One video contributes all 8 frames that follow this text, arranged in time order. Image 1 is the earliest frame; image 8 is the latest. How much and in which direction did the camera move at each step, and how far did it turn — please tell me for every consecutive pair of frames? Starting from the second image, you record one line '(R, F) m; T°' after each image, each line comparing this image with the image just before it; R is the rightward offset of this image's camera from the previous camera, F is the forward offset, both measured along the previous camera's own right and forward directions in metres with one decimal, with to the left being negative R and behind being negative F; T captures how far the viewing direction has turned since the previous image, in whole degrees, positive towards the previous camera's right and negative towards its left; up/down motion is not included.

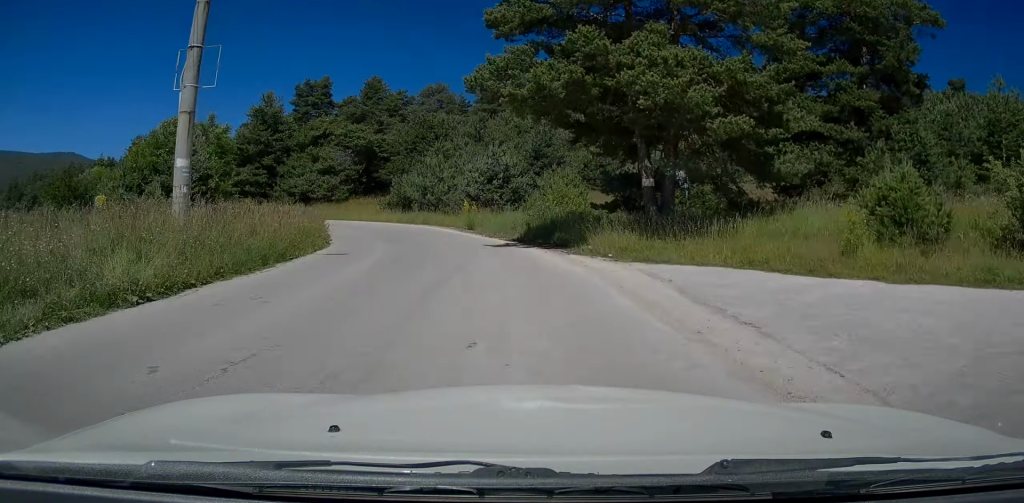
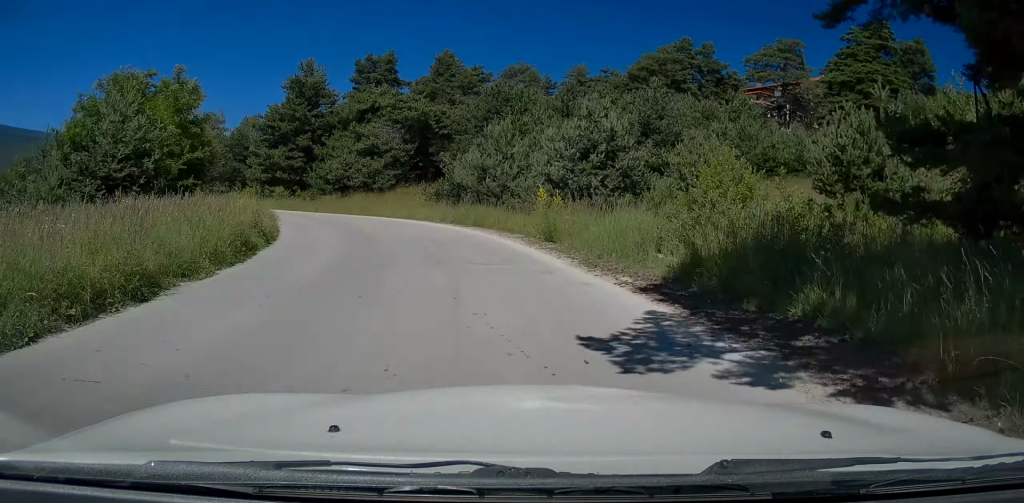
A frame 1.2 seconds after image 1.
(-0.9, +14.2) m; -11°
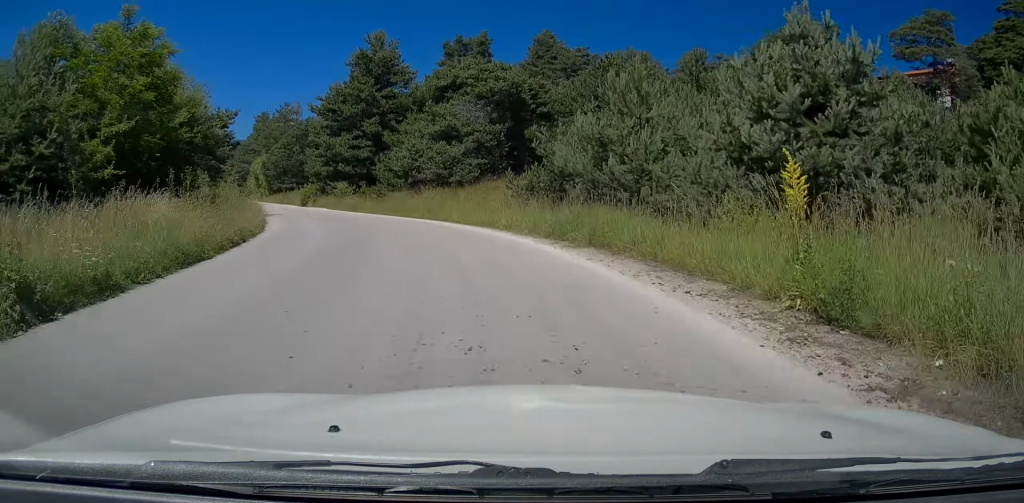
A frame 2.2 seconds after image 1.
(-1.0, +10.9) m; -11°
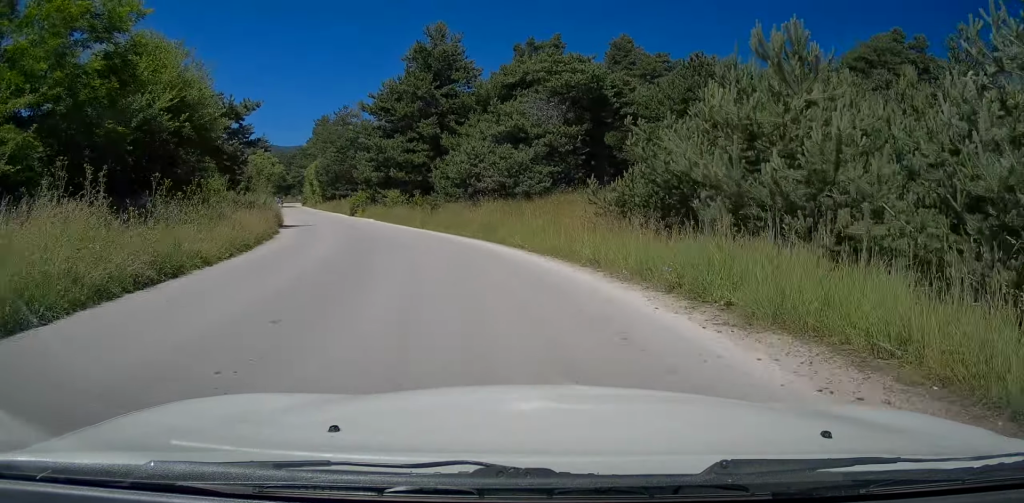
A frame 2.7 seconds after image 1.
(+0.1, +6.0) m; -6°
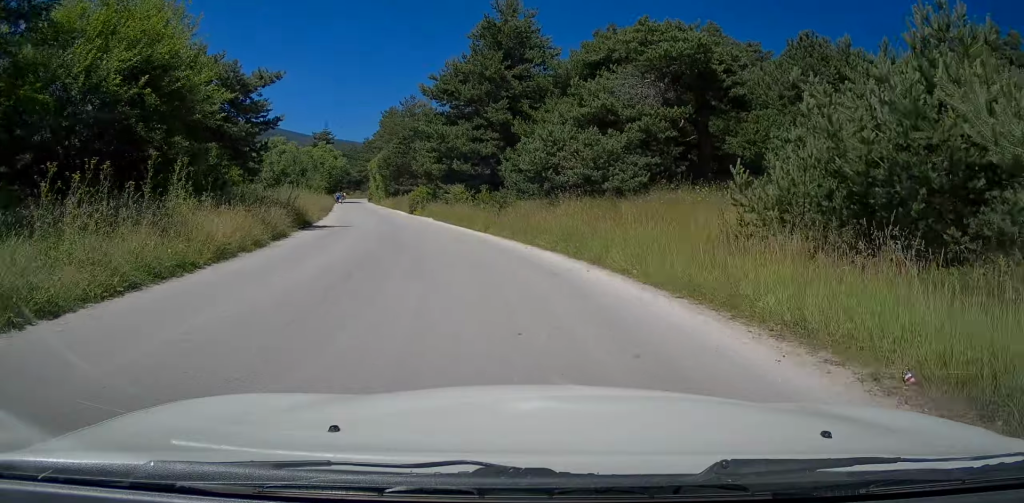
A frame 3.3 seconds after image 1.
(-0.7, +6.1) m; -5°
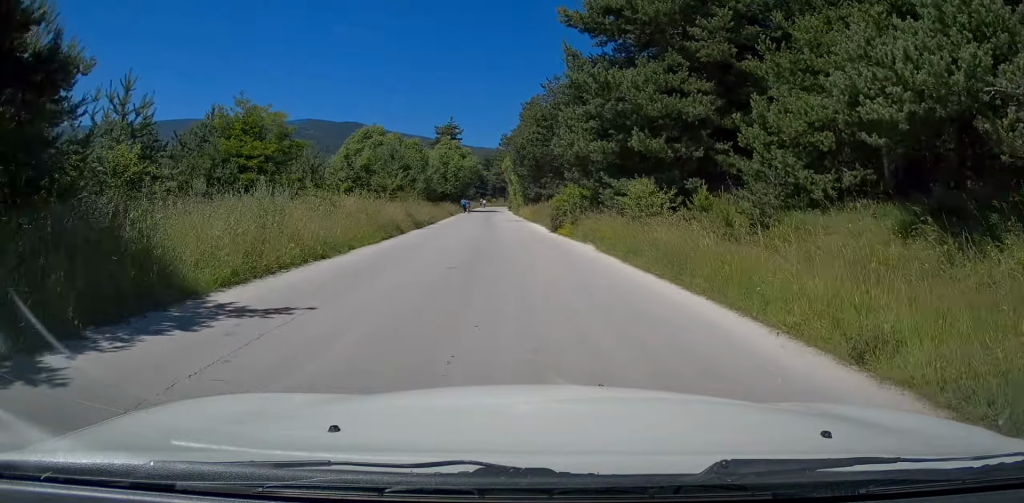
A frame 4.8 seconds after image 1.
(-1.5, +18.3) m; -8°
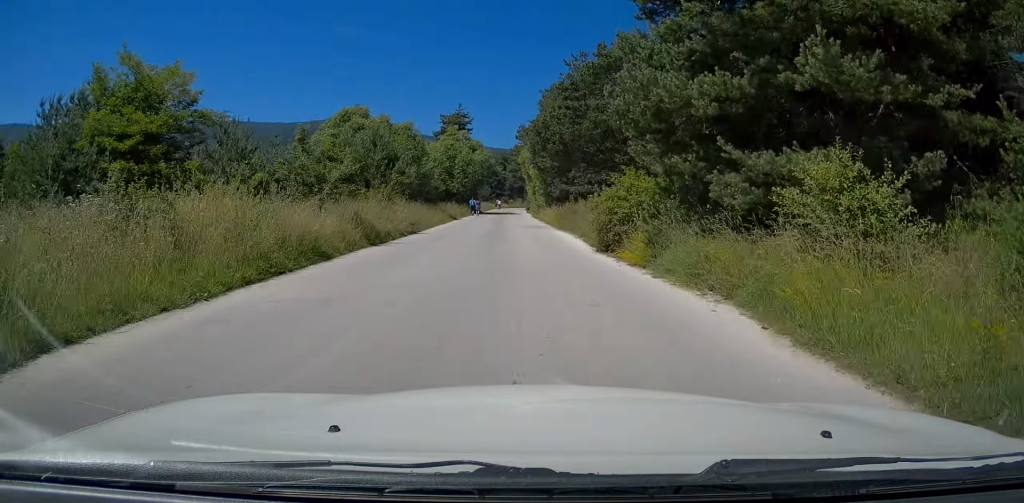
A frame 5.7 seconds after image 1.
(-0.3, +10.8) m; -1°
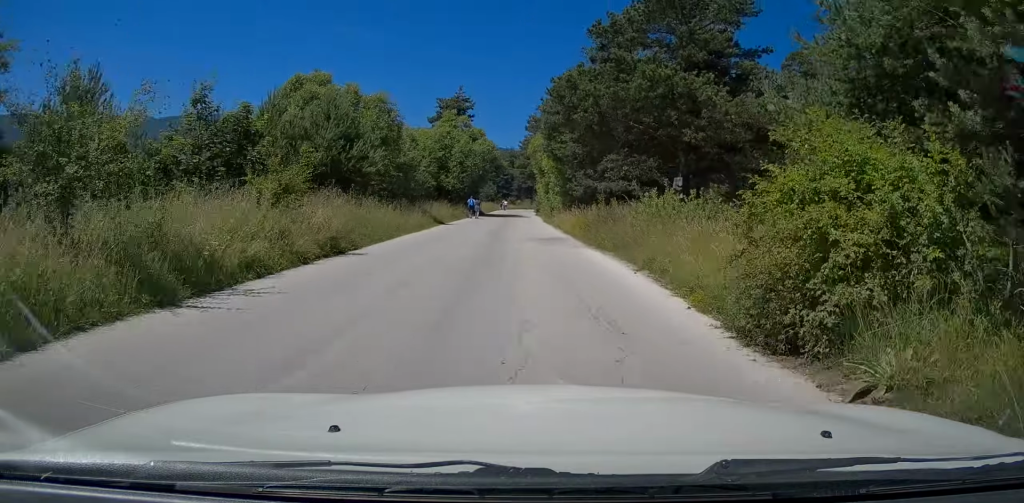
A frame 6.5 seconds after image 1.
(0.0, +10.1) m; -2°
